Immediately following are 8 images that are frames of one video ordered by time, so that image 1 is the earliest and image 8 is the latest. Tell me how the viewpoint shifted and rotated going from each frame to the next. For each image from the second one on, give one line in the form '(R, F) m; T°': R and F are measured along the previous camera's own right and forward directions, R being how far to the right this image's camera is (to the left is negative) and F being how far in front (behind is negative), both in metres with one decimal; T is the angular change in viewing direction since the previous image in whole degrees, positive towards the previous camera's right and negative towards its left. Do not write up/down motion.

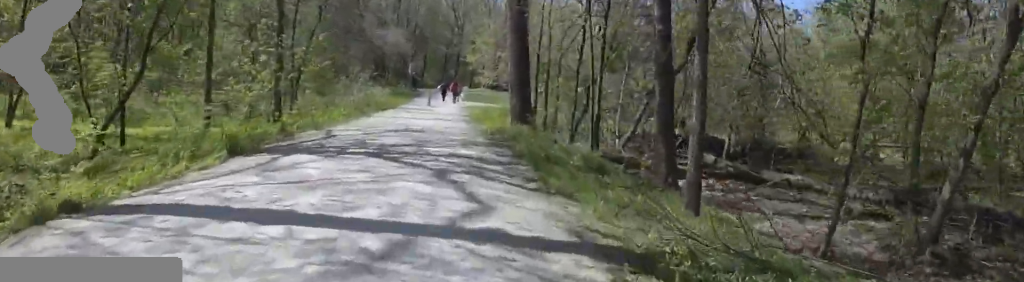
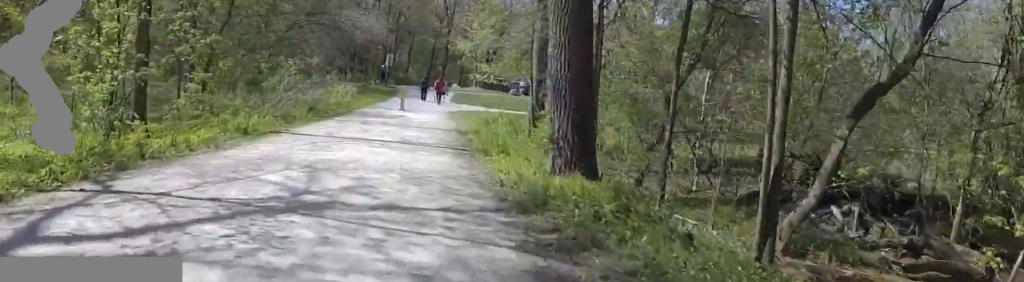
(+1.1, +8.6) m; +2°
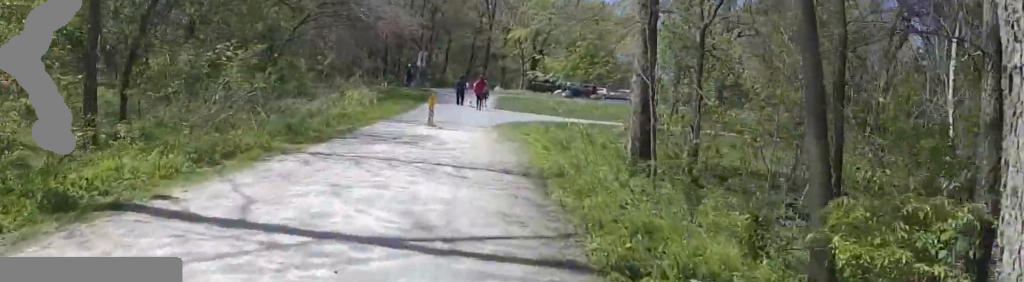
(-0.8, +7.0) m; -4°
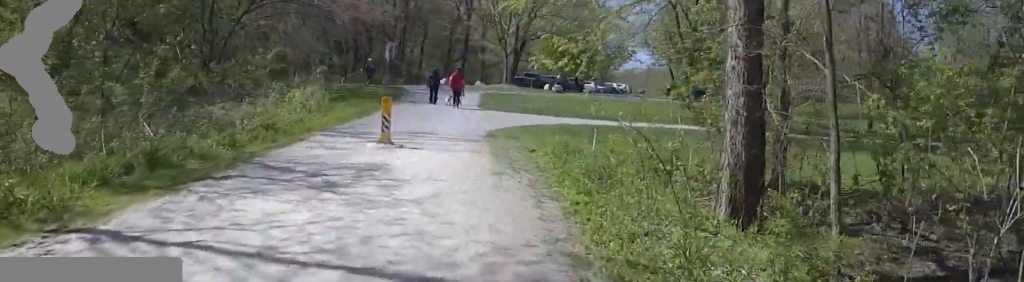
(+0.5, +5.0) m; +7°
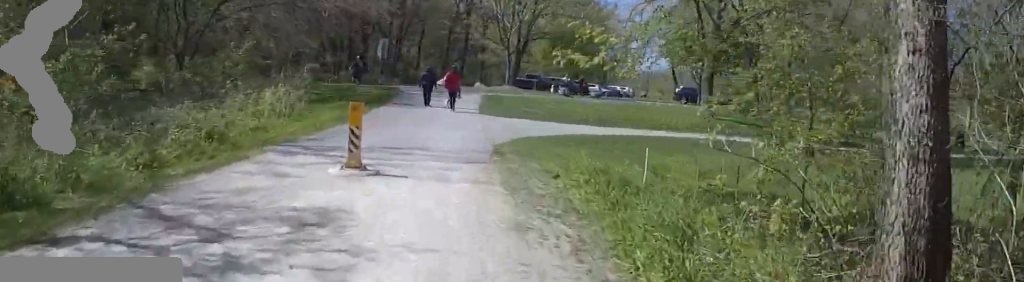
(+0.1, +2.9) m; +2°
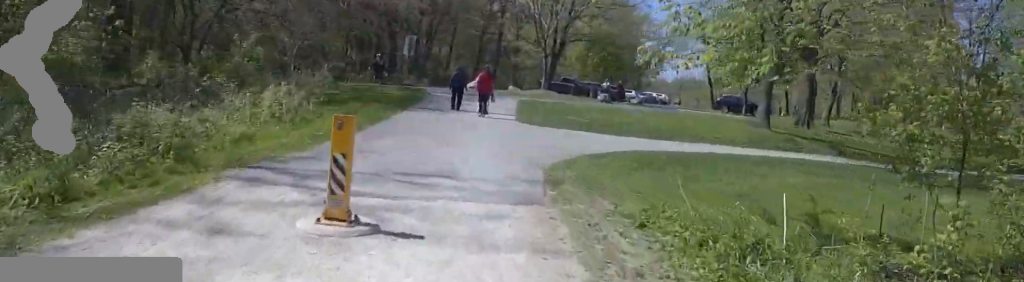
(0.0, +2.6) m; +1°
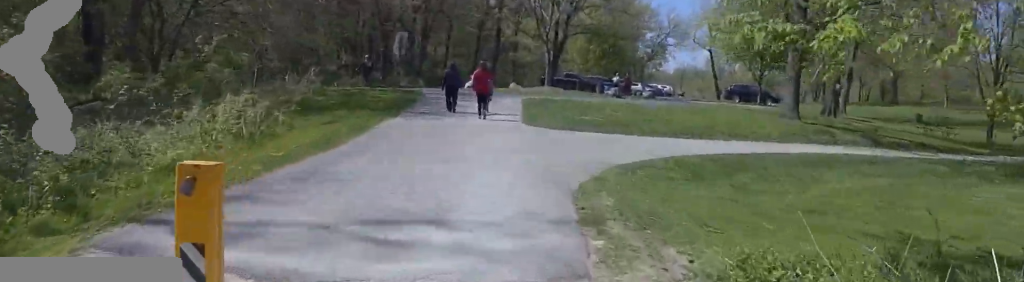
(0.0, +2.3) m; +2°
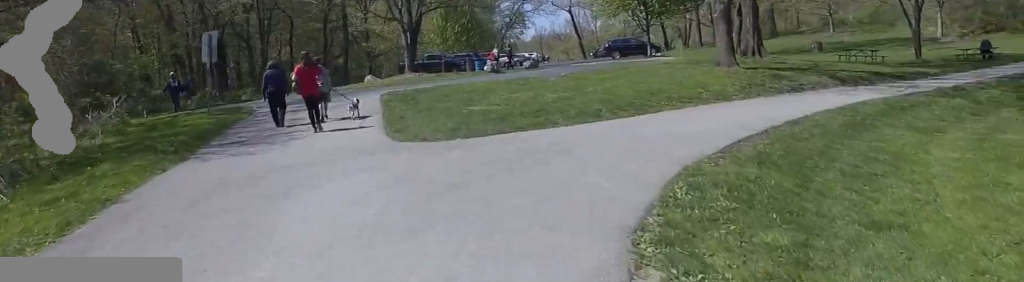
(+0.3, +5.8) m; +8°
